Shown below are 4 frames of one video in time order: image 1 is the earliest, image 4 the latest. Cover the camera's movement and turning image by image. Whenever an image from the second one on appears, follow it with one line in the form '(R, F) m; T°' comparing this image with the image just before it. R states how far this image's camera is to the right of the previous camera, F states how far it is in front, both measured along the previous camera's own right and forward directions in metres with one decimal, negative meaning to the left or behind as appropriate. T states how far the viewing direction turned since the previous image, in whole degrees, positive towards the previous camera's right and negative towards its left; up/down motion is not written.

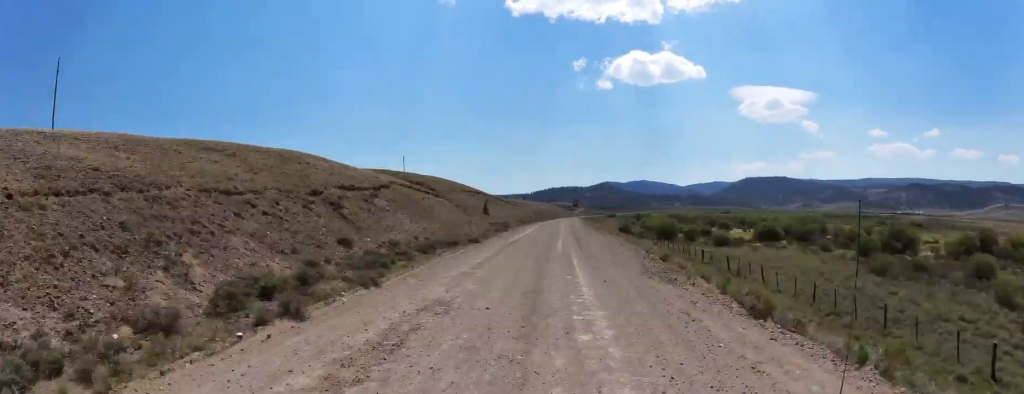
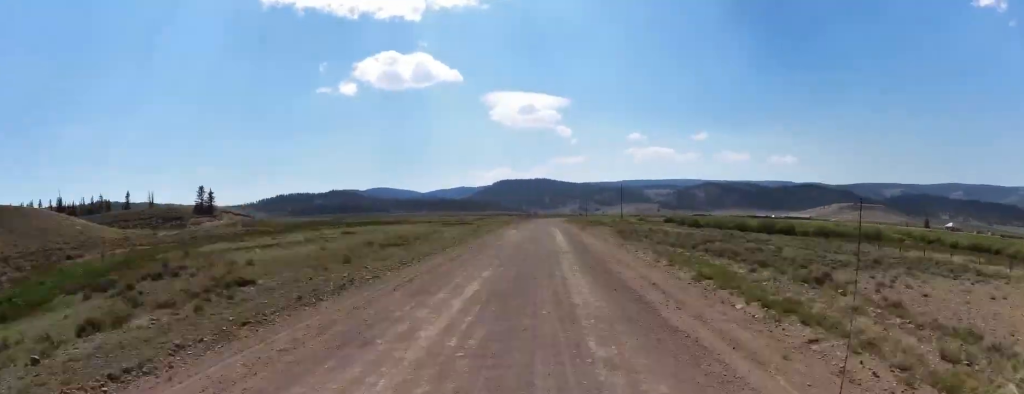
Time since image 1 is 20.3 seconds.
(+65.2, +348.5) m; +24°
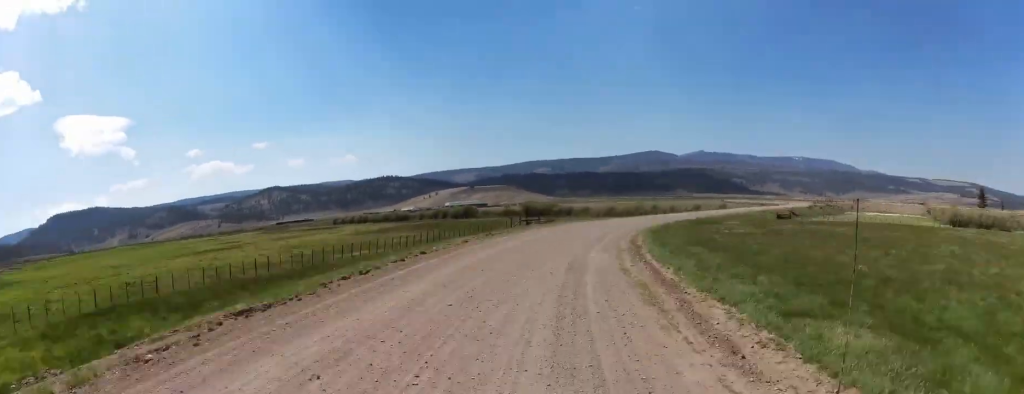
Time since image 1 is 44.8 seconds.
(+105.2, +290.3) m; +65°
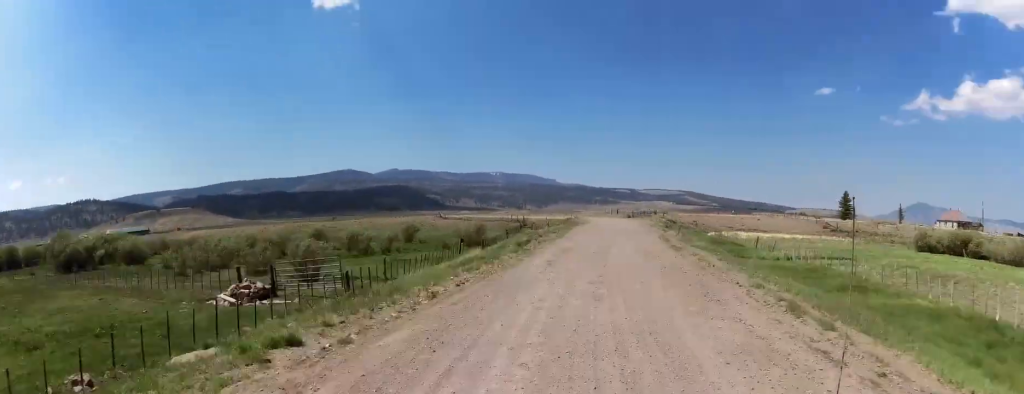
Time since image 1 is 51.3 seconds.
(+20.9, +62.6) m; +17°
